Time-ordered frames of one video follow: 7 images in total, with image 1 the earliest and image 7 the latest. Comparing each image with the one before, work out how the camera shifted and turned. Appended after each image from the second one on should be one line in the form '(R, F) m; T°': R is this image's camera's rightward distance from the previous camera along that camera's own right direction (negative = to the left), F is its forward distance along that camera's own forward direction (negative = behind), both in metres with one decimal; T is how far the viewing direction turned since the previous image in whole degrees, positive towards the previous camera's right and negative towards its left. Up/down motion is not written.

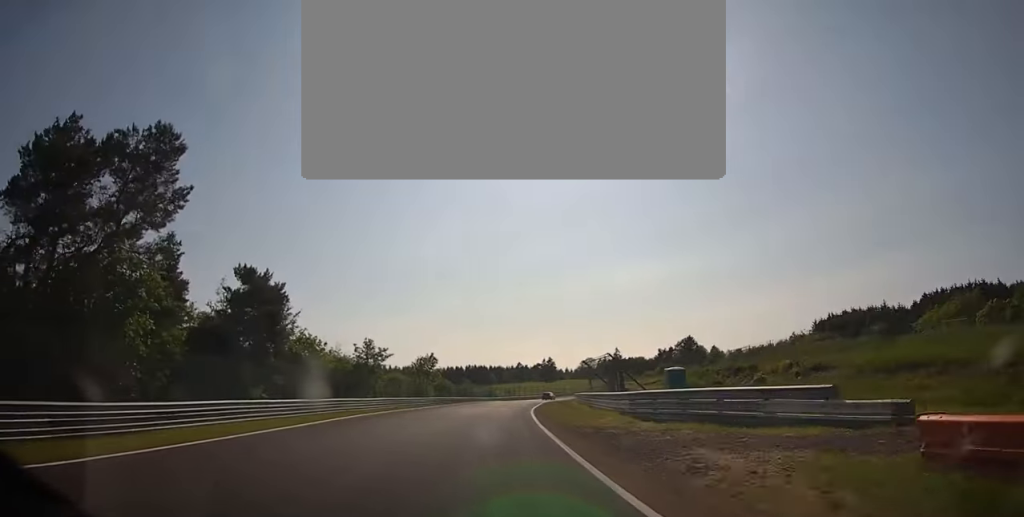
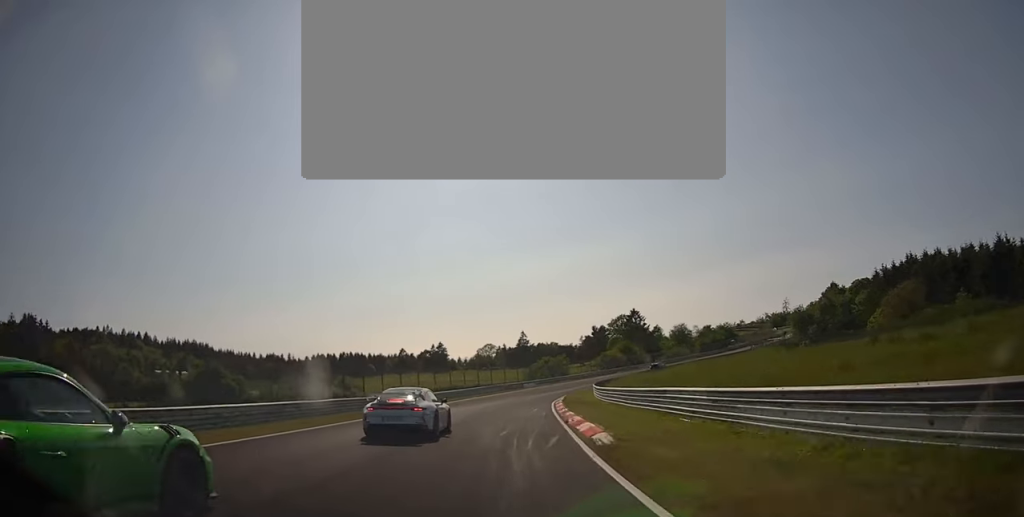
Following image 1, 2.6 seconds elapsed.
(+6.0, +78.6) m; +13°
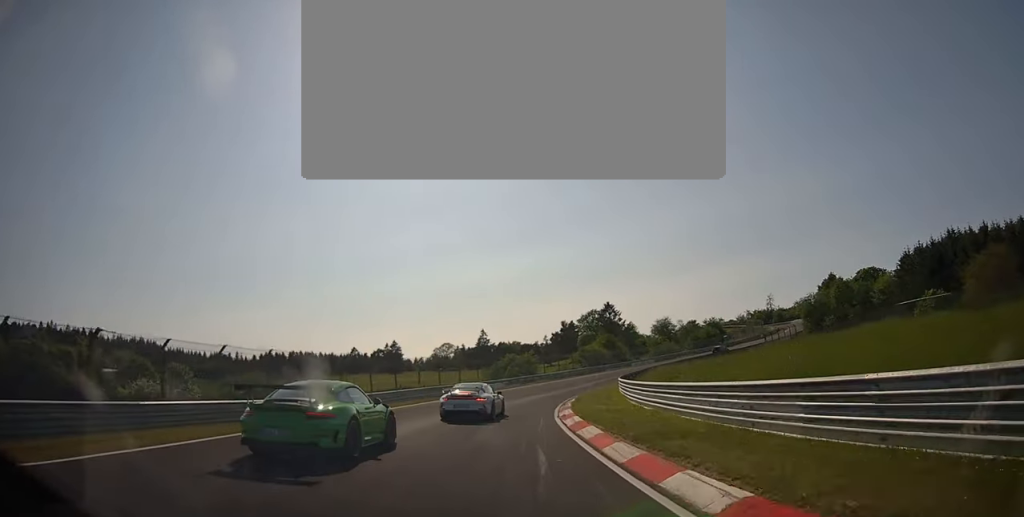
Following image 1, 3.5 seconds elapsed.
(+1.3, +22.6) m; +7°
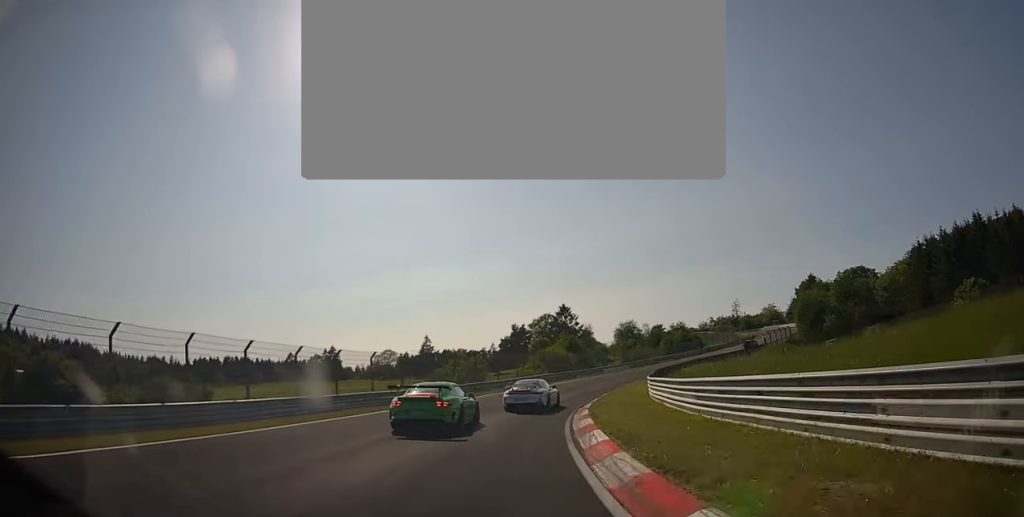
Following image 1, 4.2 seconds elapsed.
(+0.9, +18.2) m; +8°
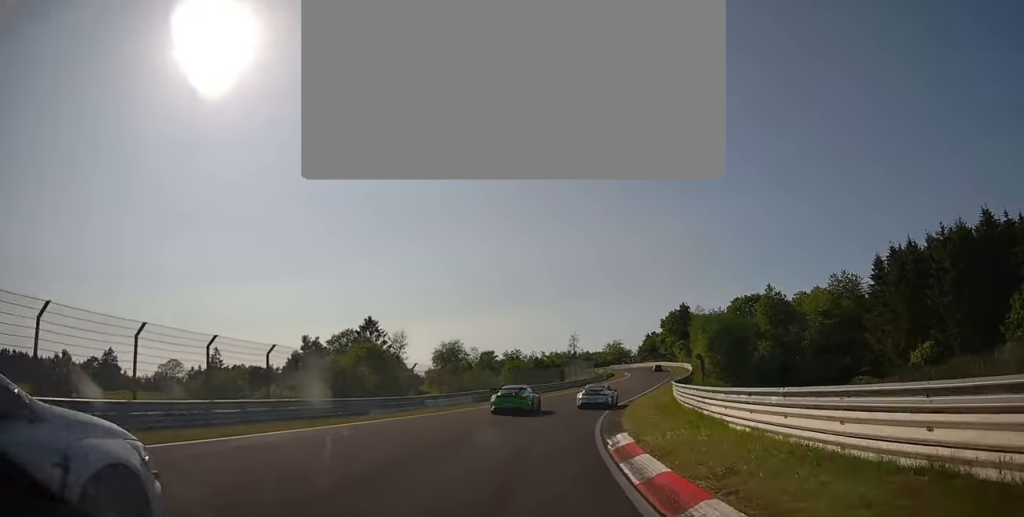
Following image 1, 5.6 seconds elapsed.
(+5.6, +34.8) m; +19°
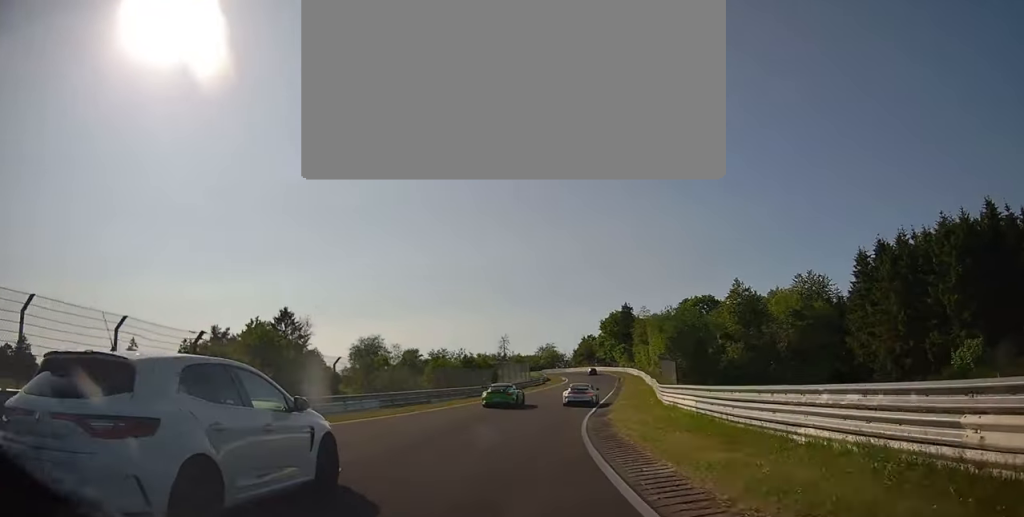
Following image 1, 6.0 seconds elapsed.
(+0.9, +11.3) m; +5°
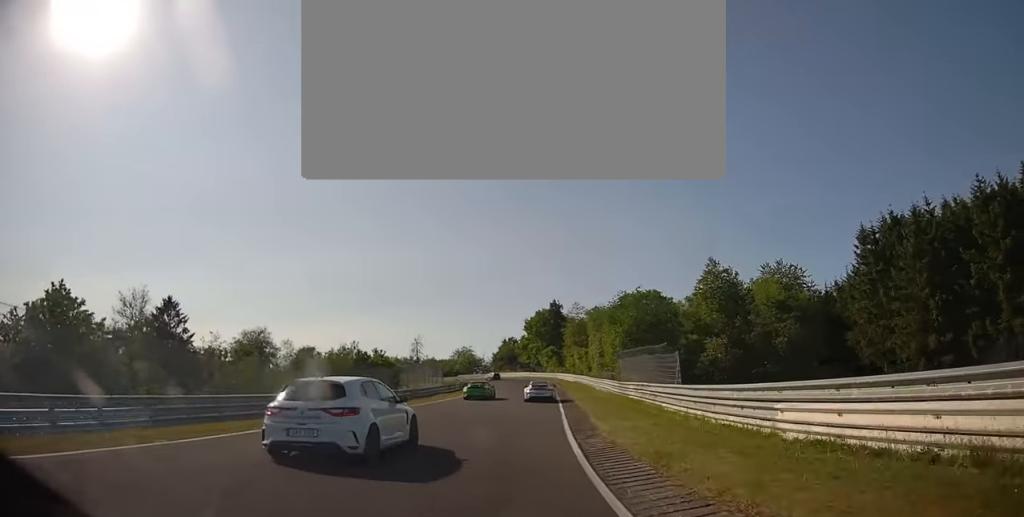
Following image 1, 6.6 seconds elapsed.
(+0.9, +16.2) m; +6°
